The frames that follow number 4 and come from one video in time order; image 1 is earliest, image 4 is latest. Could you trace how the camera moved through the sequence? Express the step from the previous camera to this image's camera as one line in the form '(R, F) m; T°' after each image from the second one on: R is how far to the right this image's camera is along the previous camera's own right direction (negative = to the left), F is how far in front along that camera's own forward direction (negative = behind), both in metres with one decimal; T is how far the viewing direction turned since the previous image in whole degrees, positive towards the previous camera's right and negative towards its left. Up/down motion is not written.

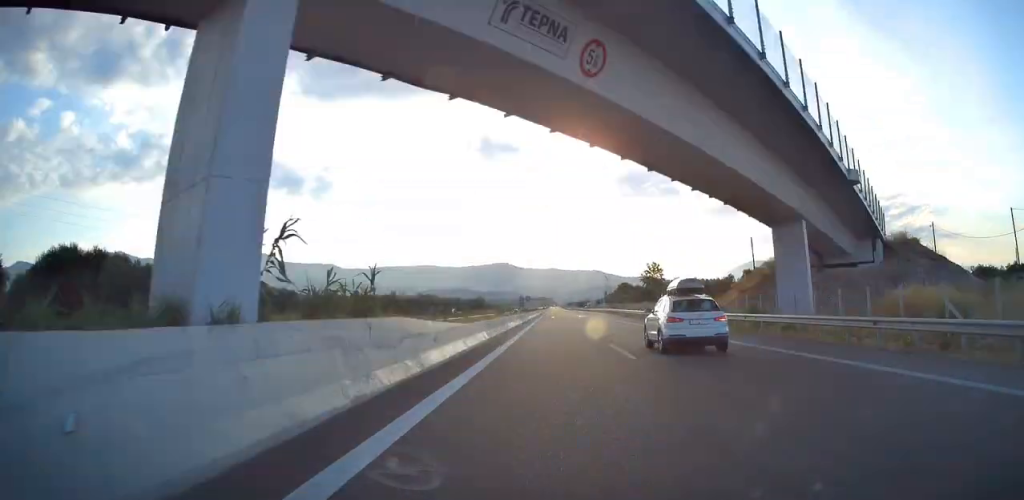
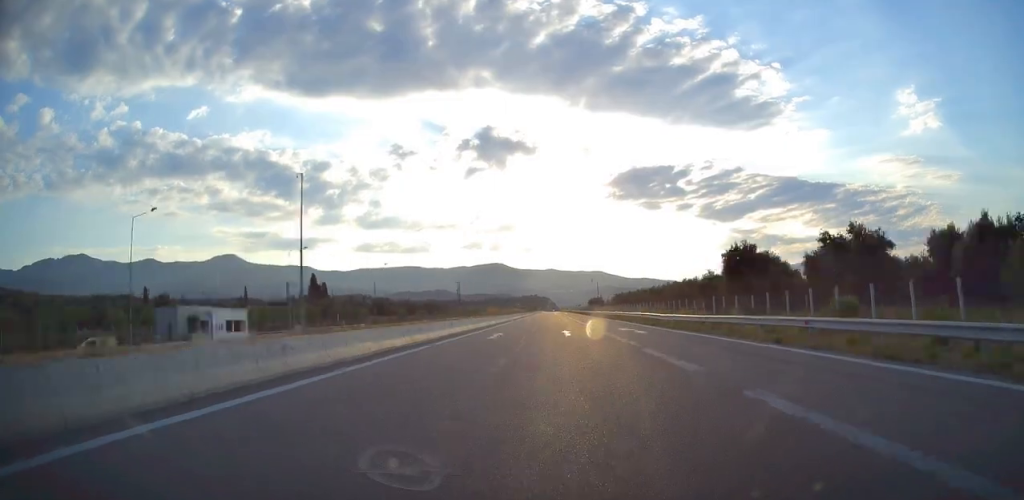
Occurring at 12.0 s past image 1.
(-0.3, +529.1) m; 0°
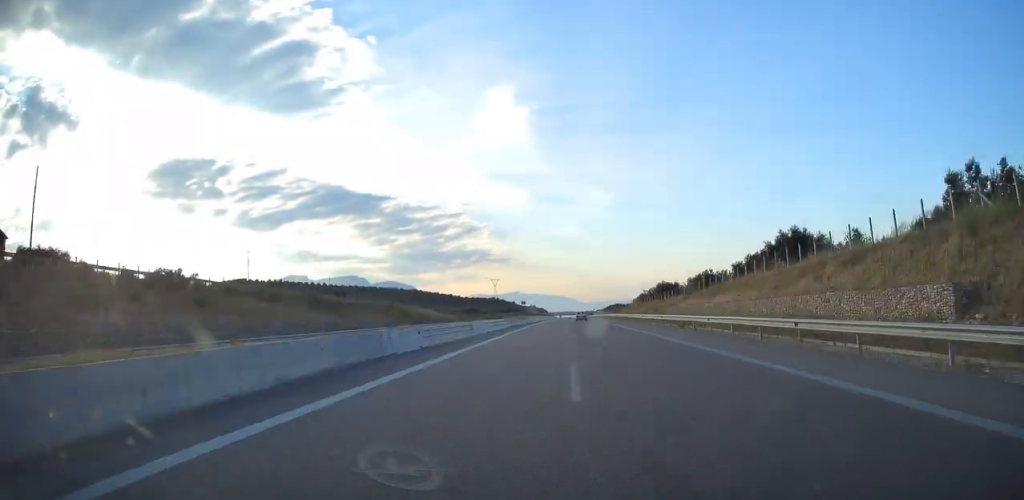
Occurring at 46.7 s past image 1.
(+519.5, +1366.6) m; +45°
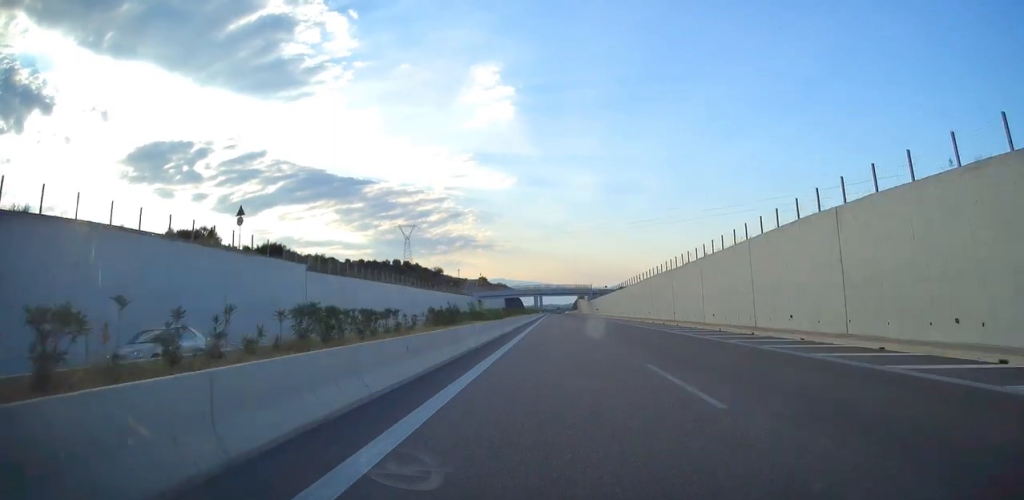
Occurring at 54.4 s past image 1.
(+7.6, +360.5) m; +1°
